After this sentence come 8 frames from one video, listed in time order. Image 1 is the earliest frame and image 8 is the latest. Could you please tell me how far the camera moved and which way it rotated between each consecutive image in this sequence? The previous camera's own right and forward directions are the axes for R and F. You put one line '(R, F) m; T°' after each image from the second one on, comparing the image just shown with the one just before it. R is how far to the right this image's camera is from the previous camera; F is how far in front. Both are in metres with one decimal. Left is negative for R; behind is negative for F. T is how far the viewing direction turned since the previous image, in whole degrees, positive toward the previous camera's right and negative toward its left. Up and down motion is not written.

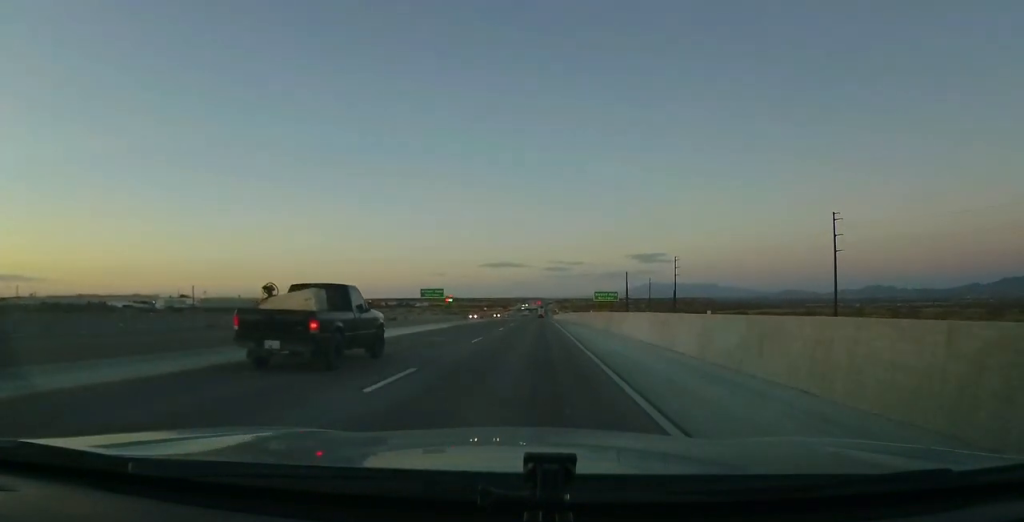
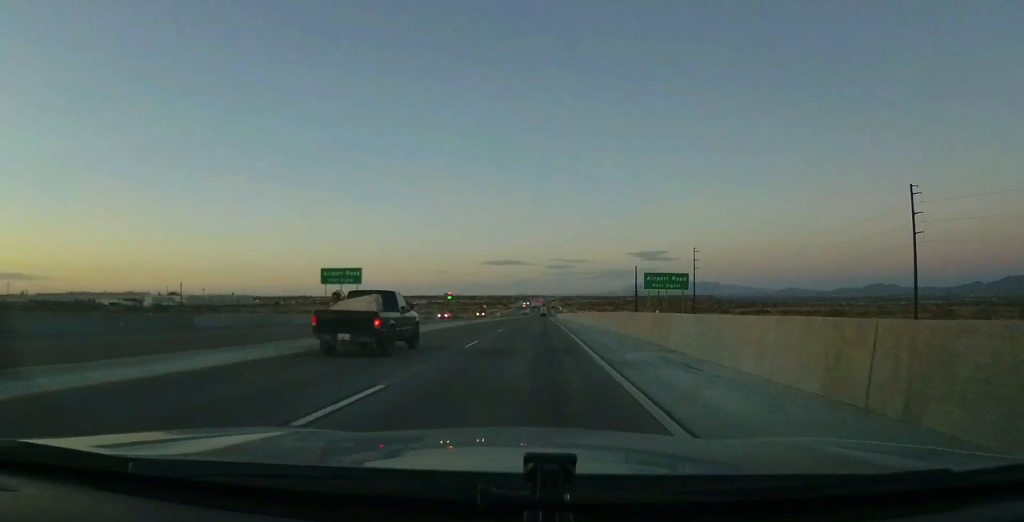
(0.0, +26.9) m; 0°
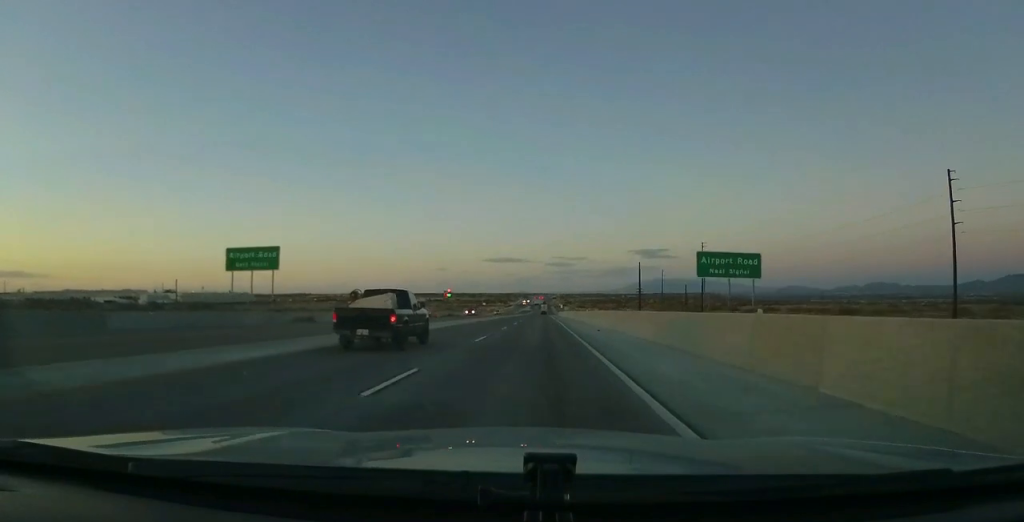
(0.0, +10.2) m; 0°
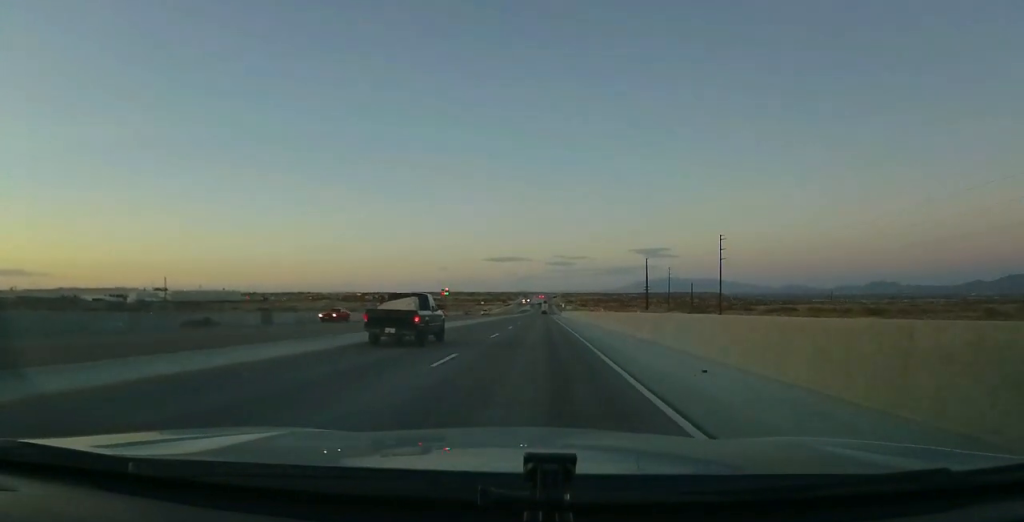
(0.0, +20.2) m; 0°
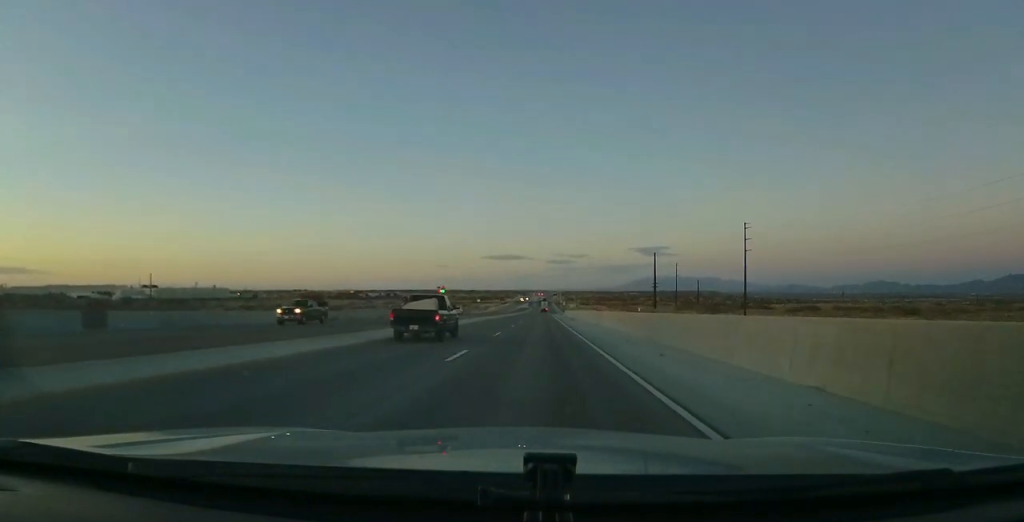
(0.0, +23.4) m; +1°
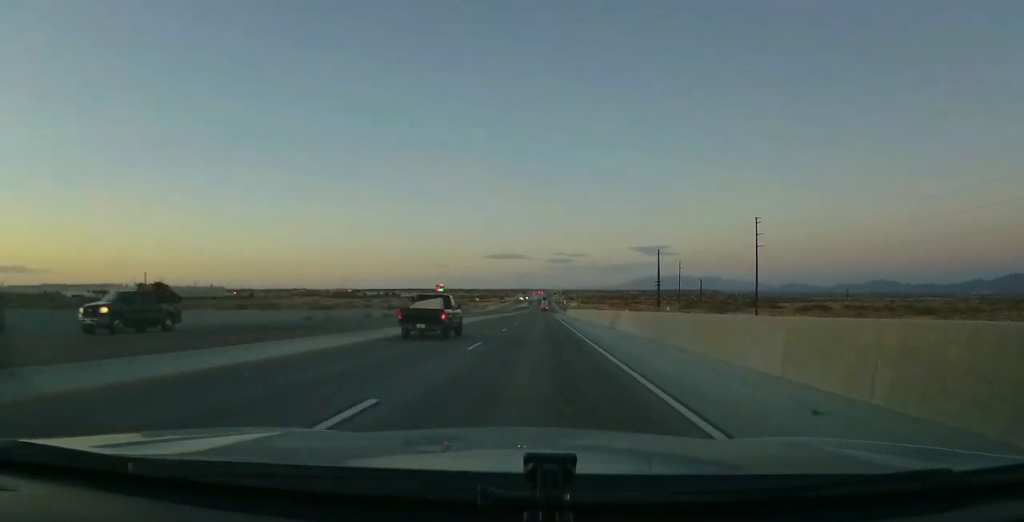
(+0.1, +8.9) m; 0°
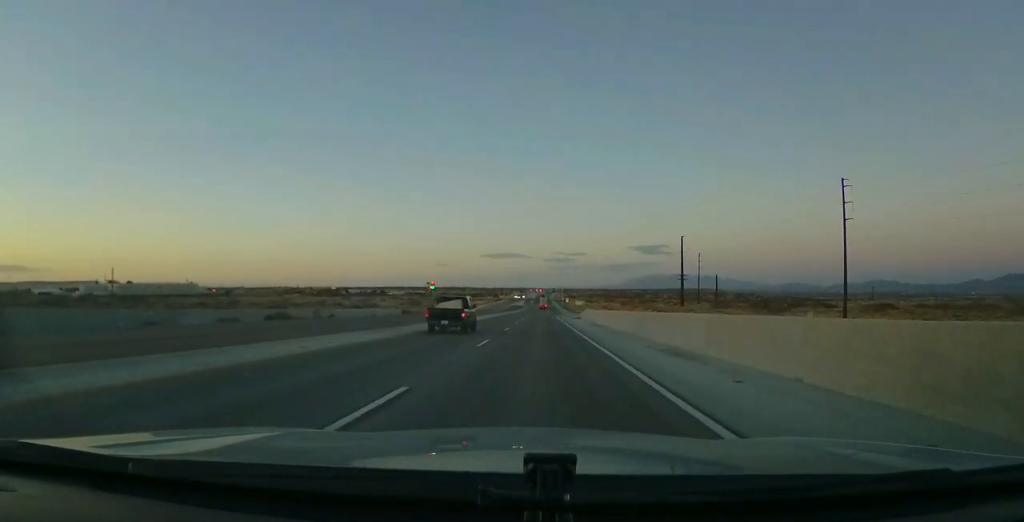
(-0.3, +48.1) m; -1°
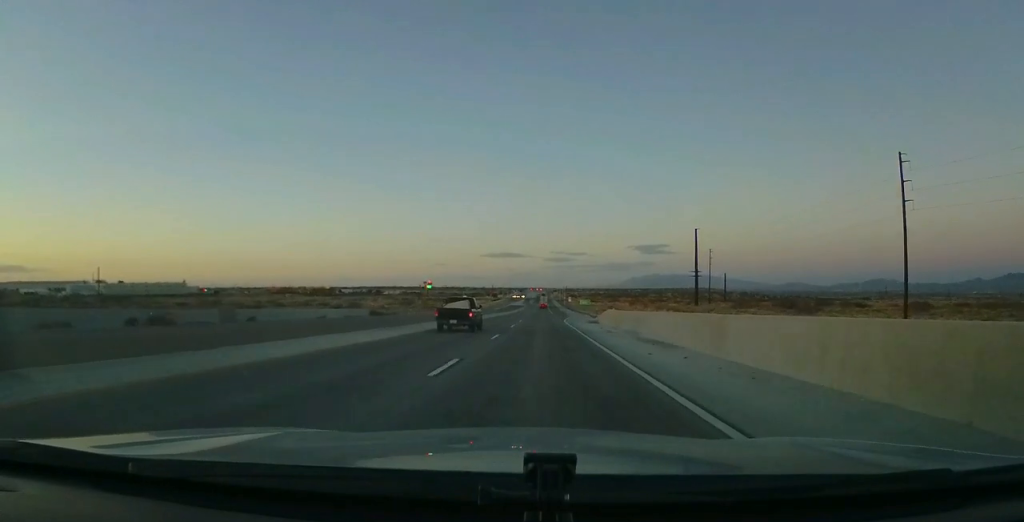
(+0.1, +19.9) m; +1°
